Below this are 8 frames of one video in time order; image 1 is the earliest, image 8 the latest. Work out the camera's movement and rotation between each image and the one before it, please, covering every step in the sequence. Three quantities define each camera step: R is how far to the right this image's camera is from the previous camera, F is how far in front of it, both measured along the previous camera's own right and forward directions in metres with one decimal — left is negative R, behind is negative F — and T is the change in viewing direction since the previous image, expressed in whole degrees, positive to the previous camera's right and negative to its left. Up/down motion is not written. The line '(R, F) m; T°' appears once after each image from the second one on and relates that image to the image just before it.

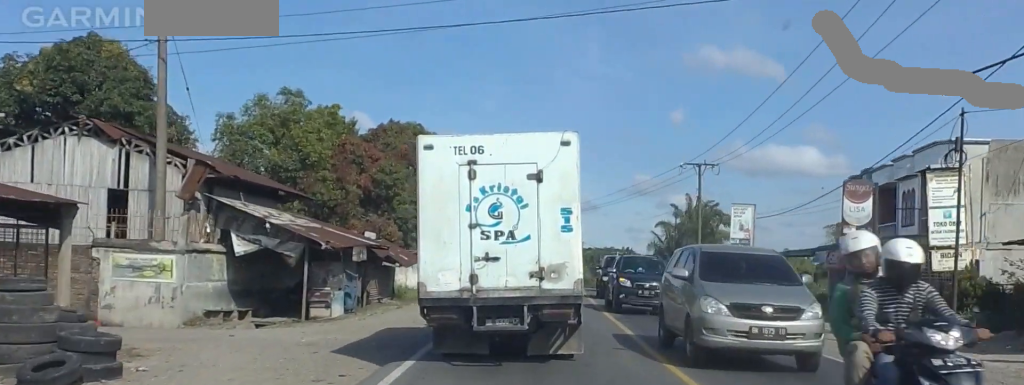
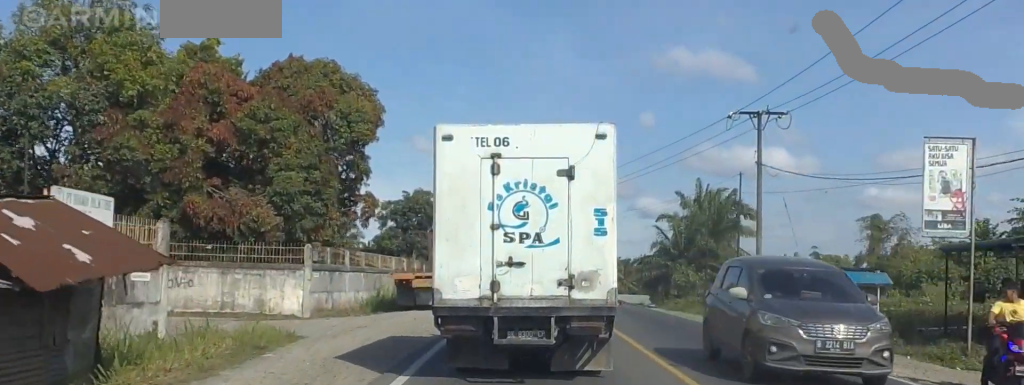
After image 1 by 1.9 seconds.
(+0.8, +23.3) m; -1°
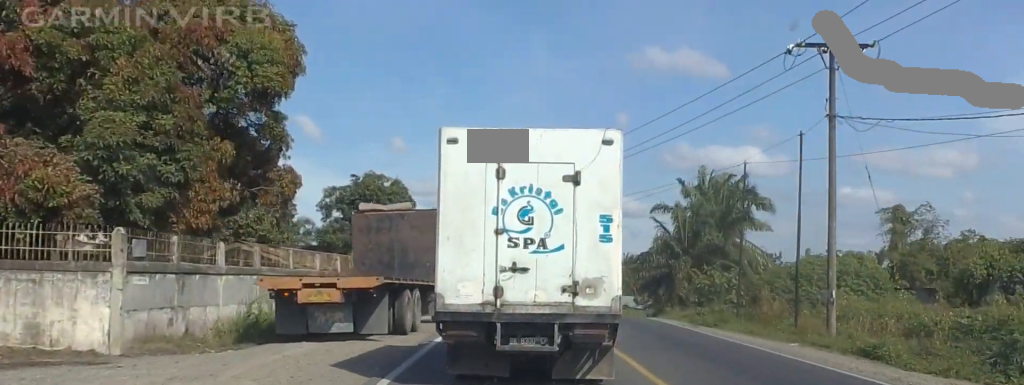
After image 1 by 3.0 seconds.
(-0.6, +13.7) m; +2°
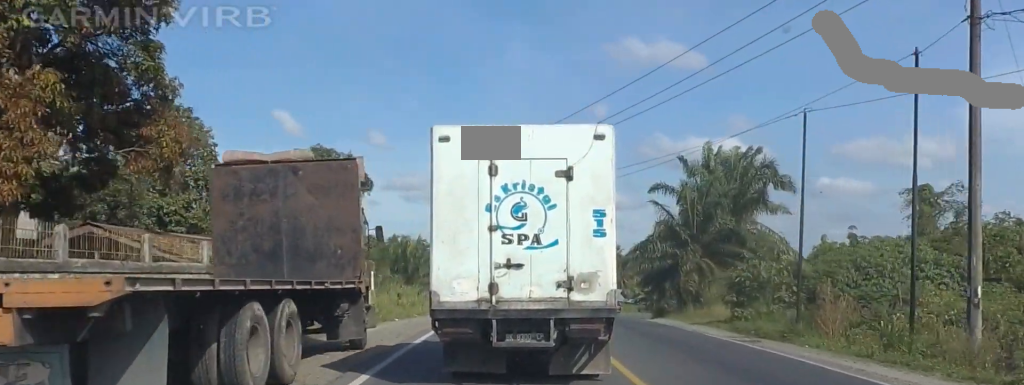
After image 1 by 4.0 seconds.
(+0.8, +11.4) m; +4°
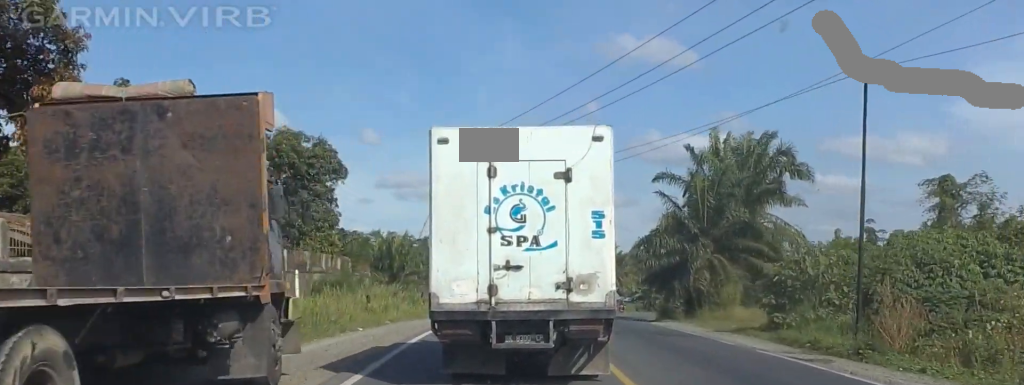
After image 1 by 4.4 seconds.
(0.0, +6.0) m; 0°
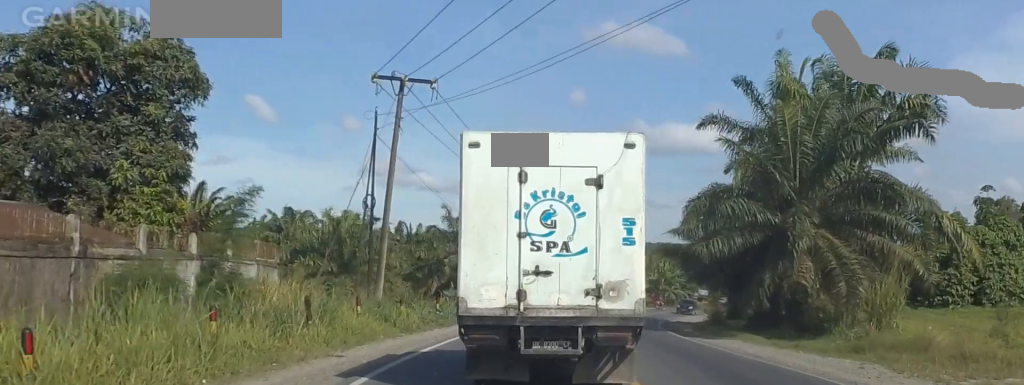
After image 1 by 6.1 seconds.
(0.0, +20.6) m; 0°
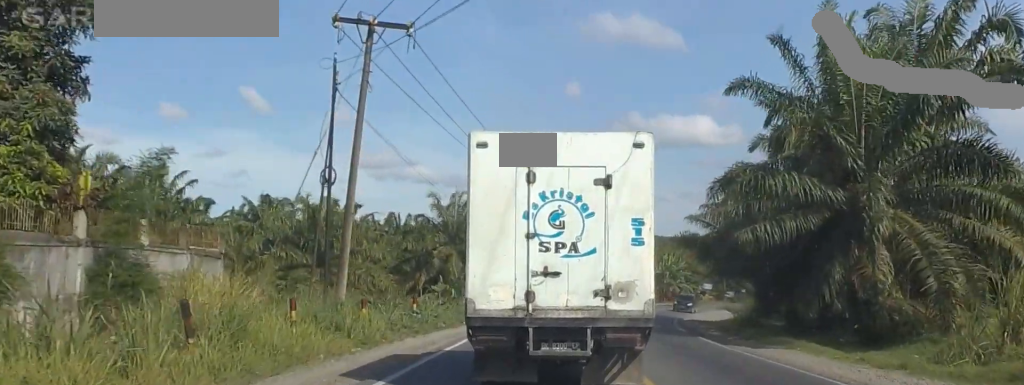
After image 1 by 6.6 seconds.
(0.0, +7.1) m; 0°
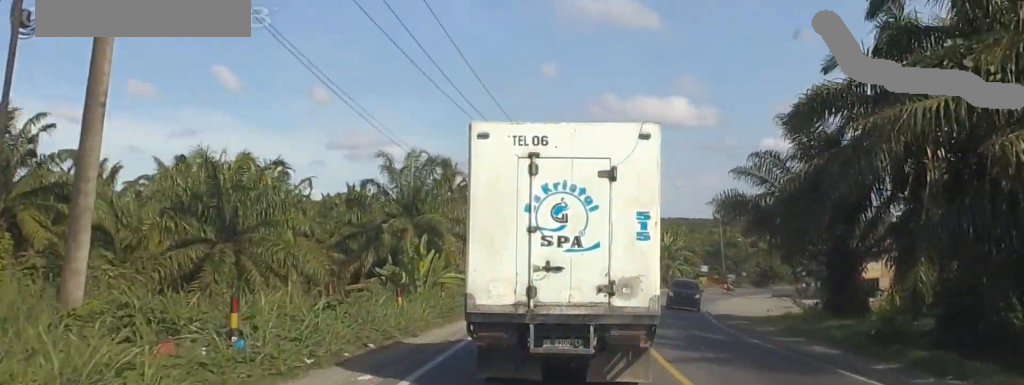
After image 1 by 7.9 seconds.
(0.0, +15.6) m; +2°
